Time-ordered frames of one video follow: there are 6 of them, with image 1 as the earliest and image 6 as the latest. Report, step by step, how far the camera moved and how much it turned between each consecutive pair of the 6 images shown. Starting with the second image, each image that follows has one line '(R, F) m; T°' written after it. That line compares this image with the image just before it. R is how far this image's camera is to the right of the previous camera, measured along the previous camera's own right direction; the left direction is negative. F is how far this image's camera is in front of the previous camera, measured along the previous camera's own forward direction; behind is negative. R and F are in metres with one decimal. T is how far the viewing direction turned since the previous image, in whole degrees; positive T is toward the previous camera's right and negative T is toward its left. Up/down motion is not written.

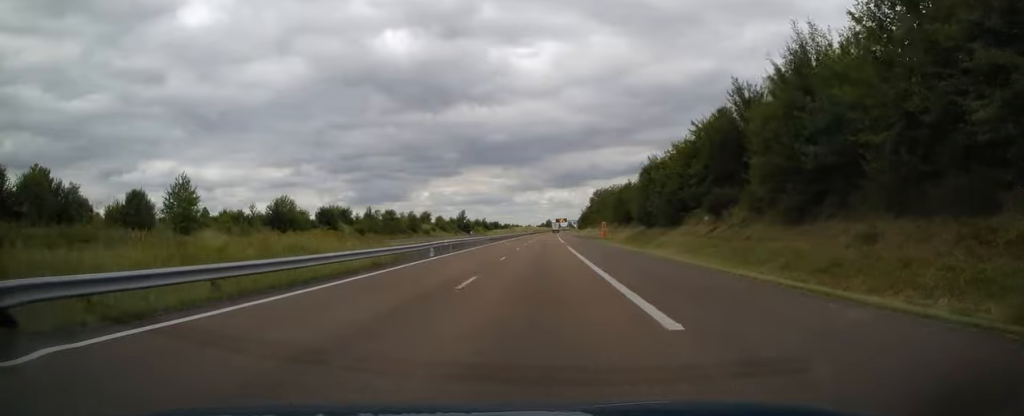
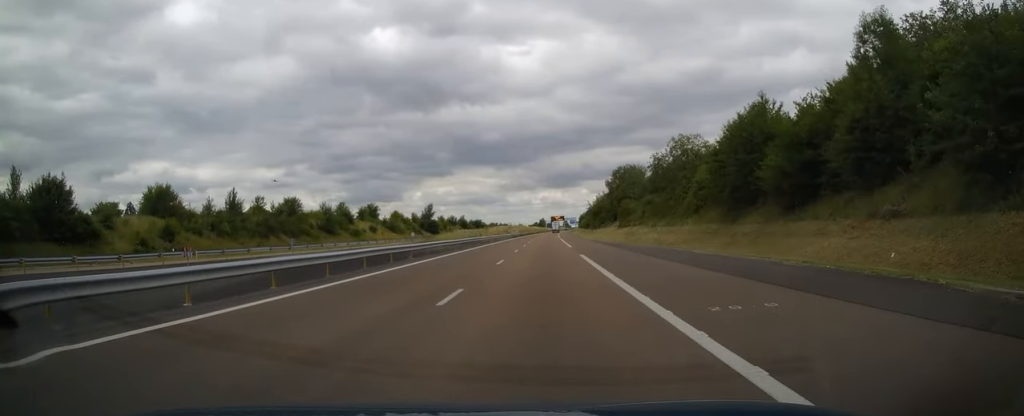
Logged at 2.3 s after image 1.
(+0.8, +68.7) m; +1°
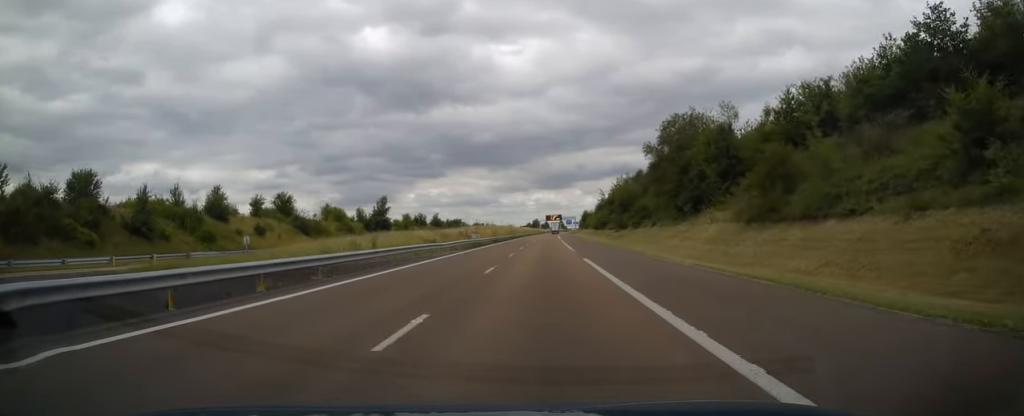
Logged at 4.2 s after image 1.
(+0.6, +56.5) m; +1°
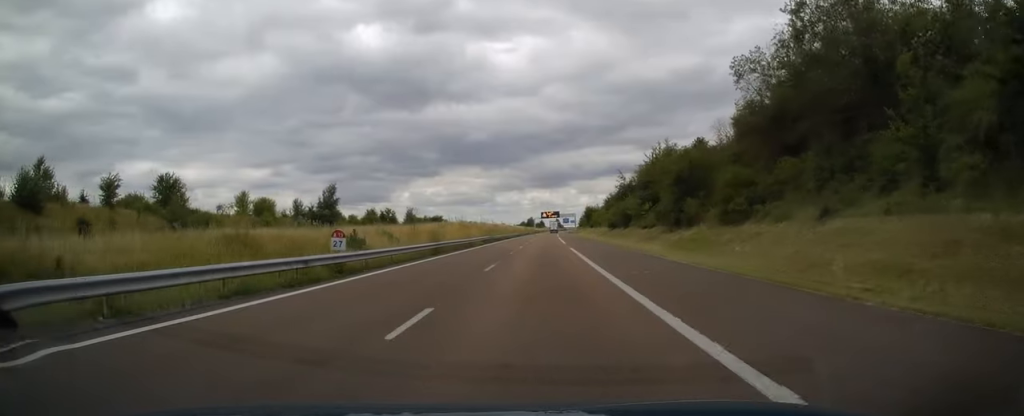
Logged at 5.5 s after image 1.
(0.0, +37.9) m; 0°
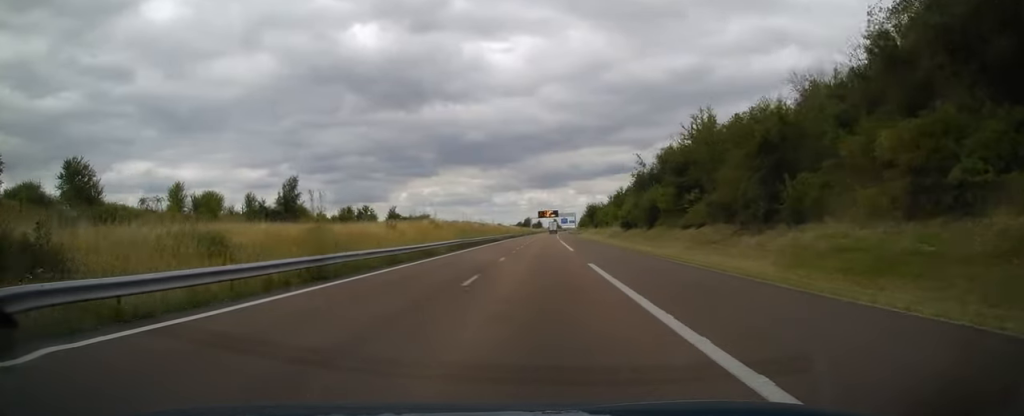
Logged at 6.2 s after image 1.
(+0.1, +19.1) m; 0°
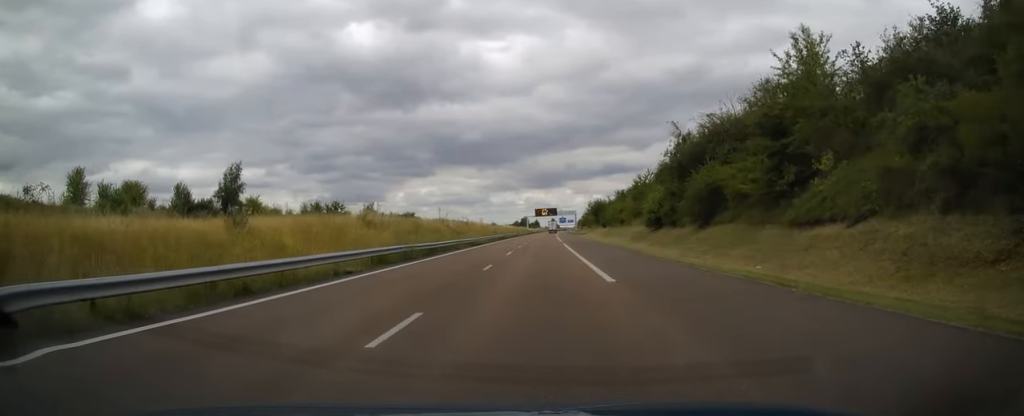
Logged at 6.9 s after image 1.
(0.0, +20.6) m; 0°
